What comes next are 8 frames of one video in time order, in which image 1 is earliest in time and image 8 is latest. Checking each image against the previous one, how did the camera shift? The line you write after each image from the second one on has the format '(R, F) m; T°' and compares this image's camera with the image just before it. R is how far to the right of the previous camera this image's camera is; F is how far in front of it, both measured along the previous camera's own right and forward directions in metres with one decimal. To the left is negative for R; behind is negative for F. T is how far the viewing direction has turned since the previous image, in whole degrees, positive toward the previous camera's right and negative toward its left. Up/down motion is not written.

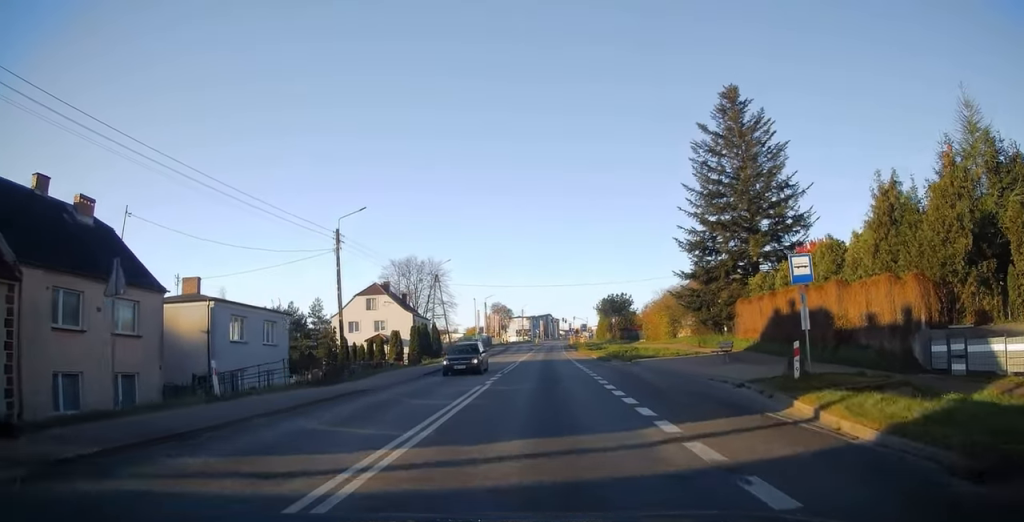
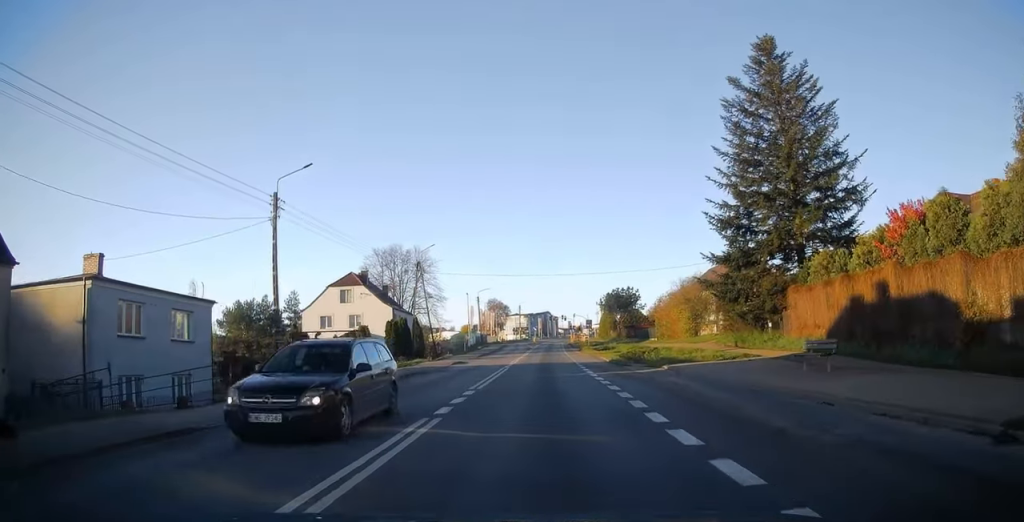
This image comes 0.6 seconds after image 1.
(0.0, +9.3) m; -1°
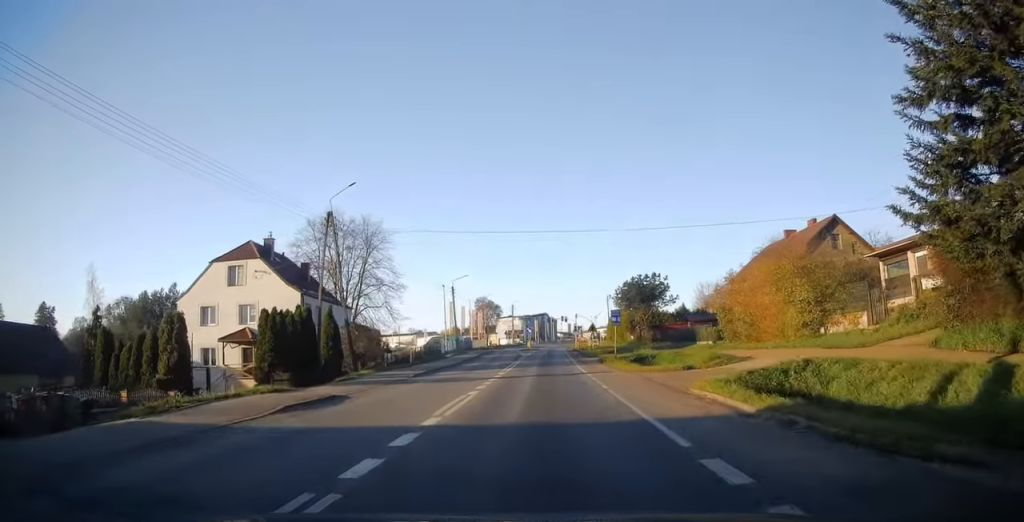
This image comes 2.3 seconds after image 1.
(+0.1, +23.9) m; +1°
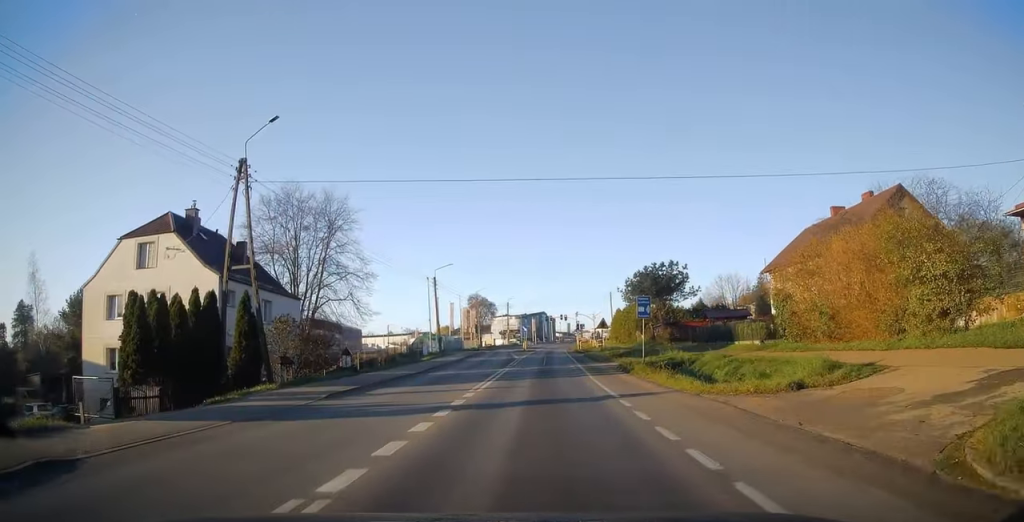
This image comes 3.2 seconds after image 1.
(0.0, +10.6) m; -1°
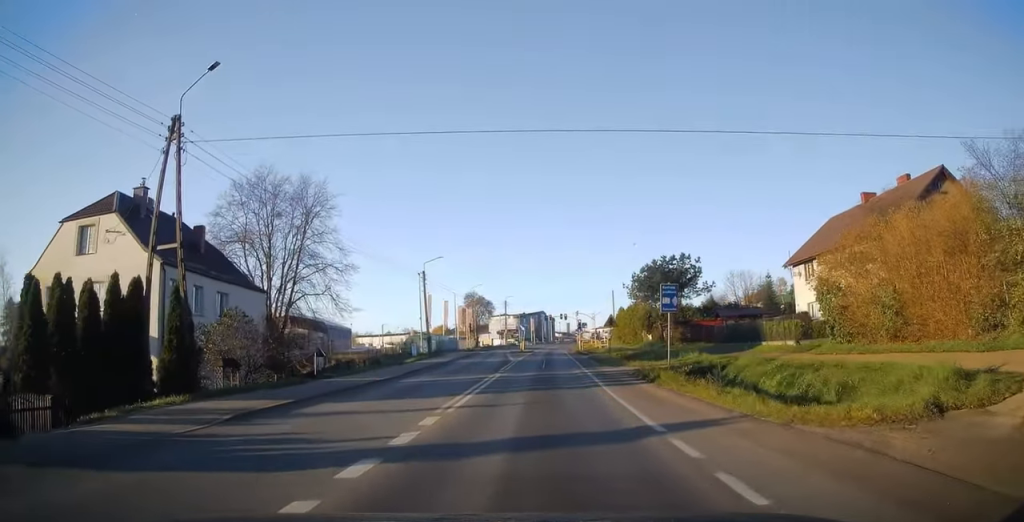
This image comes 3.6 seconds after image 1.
(0.0, +5.3) m; -1°
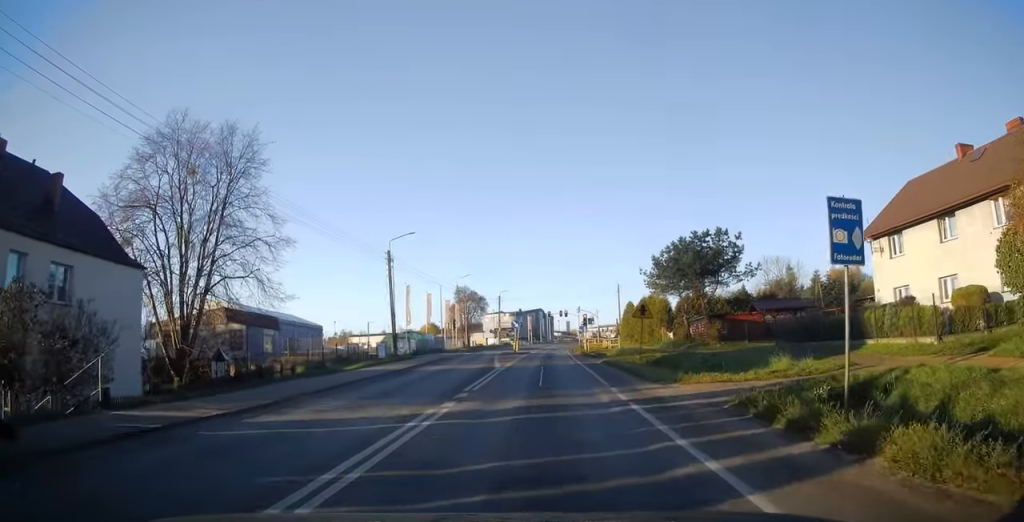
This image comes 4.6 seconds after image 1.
(-0.2, +11.9) m; +2°
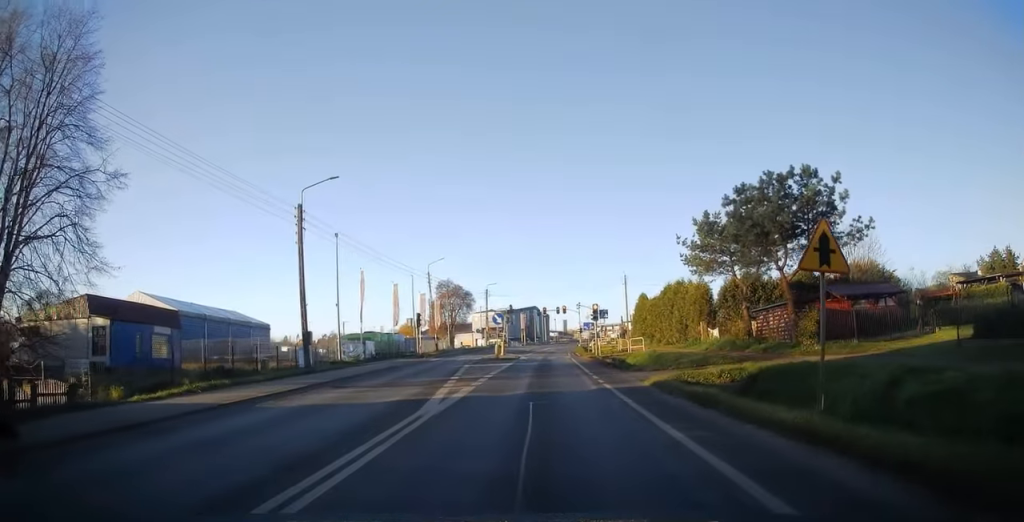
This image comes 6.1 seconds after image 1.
(+0.3, +15.2) m; -1°
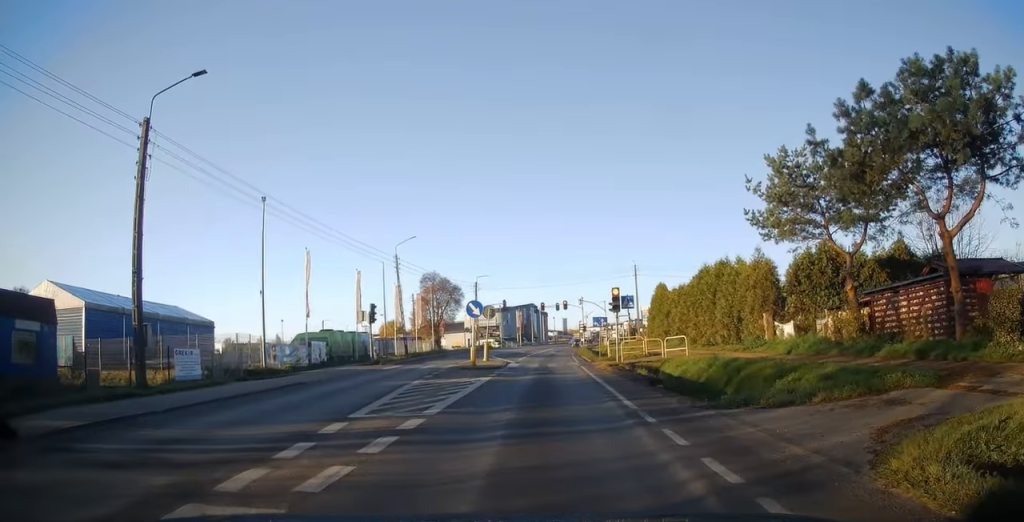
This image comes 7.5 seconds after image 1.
(+0.1, +12.1) m; 0°
